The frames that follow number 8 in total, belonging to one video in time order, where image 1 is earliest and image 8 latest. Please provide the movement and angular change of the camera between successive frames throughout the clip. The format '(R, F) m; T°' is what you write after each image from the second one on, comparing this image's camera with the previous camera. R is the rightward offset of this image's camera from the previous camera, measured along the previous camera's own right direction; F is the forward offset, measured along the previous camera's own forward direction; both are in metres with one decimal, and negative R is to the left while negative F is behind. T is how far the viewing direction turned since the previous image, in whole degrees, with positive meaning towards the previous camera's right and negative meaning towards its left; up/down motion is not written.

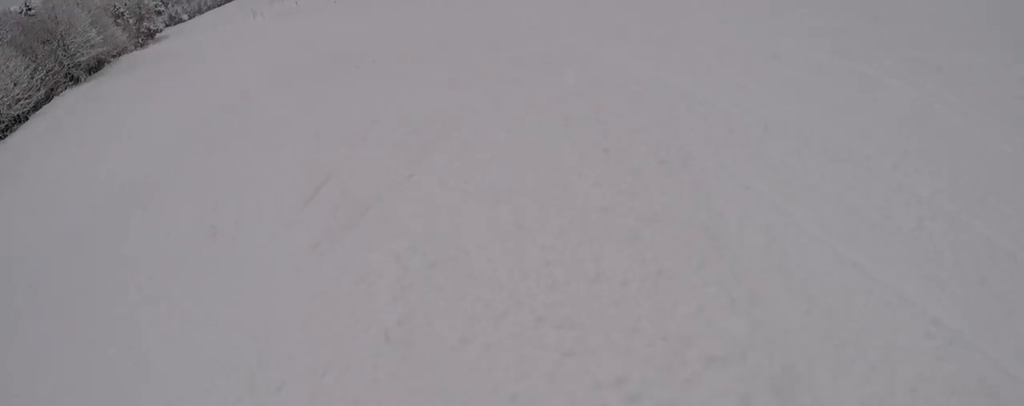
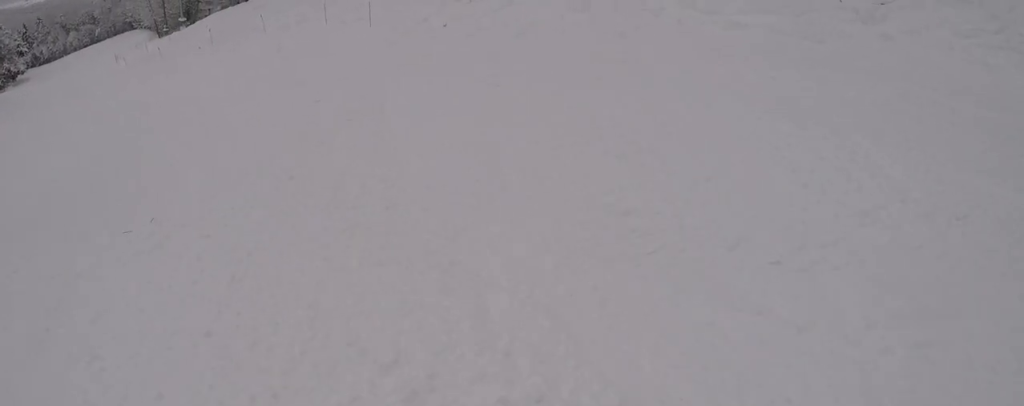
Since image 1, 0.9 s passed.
(+1.1, +4.0) m; +17°
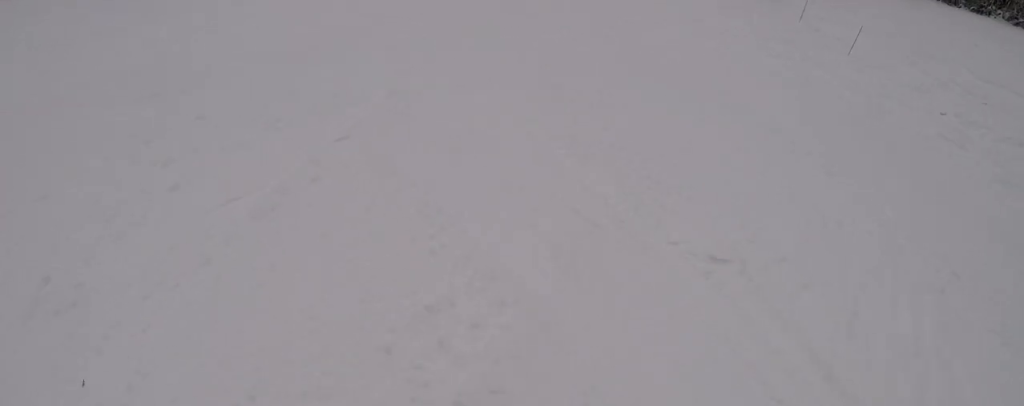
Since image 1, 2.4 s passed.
(-0.1, +7.3) m; -28°
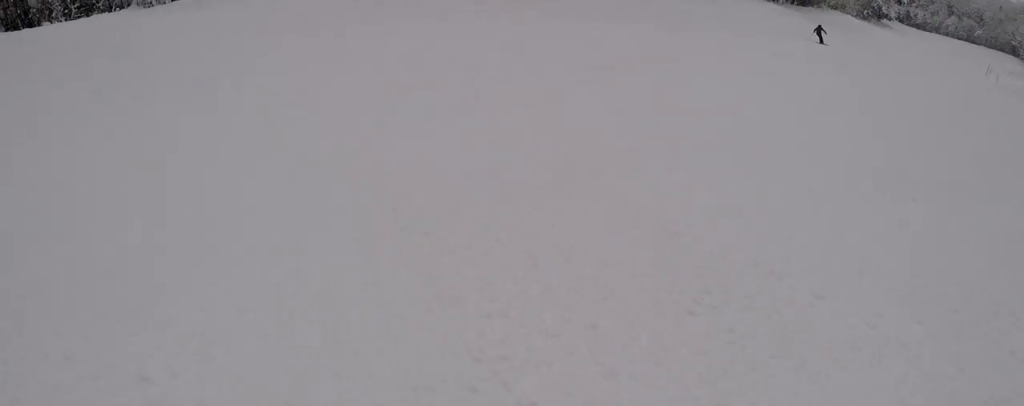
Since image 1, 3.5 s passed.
(-2.4, +6.4) m; -32°
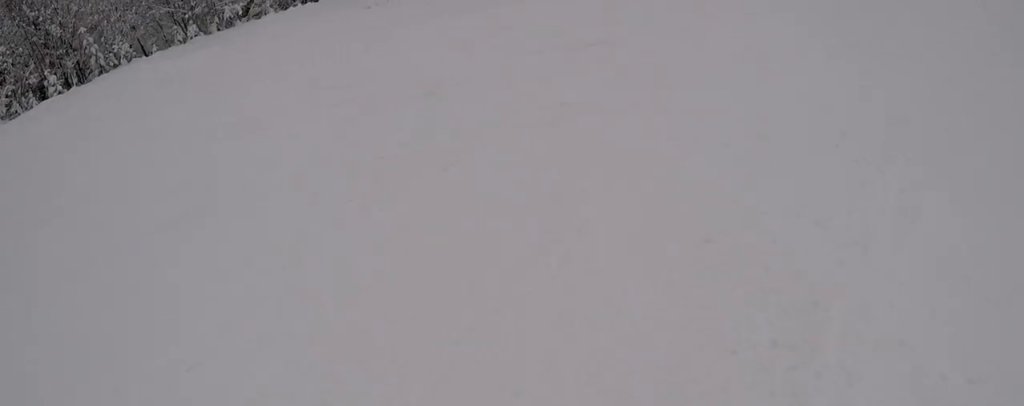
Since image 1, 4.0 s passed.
(-0.5, +3.7) m; +5°
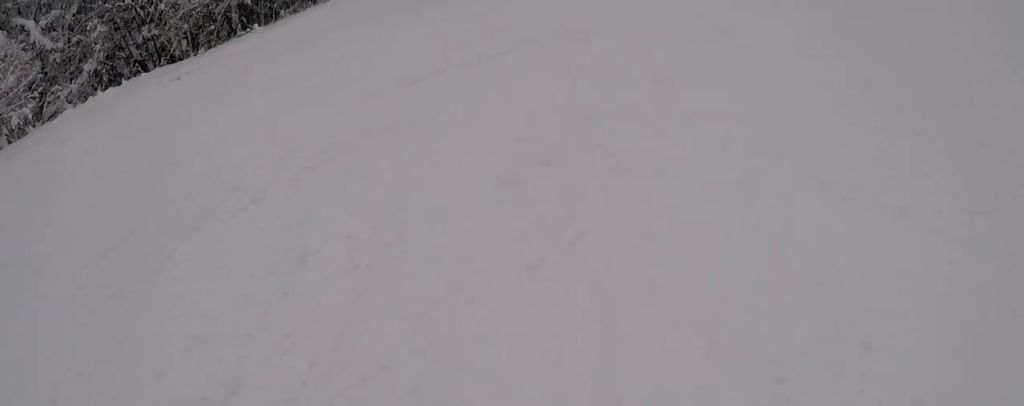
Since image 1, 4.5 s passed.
(-0.5, +3.8) m; +6°
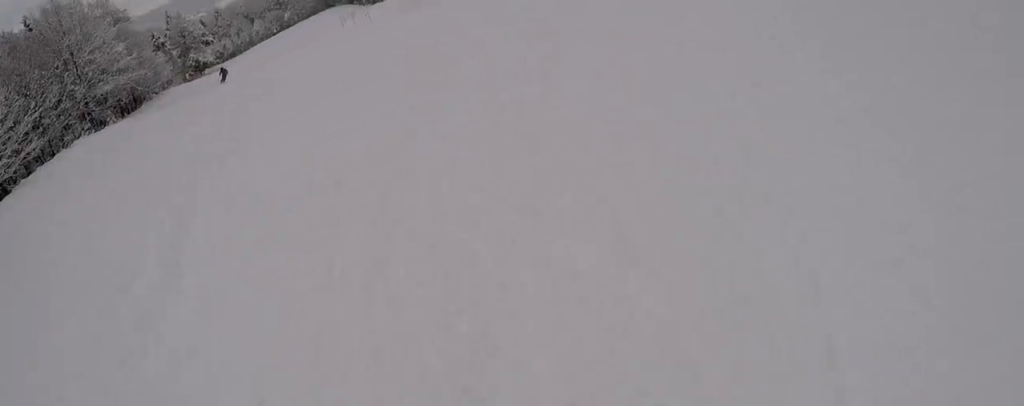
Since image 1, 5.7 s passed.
(+2.9, +8.9) m; +30°
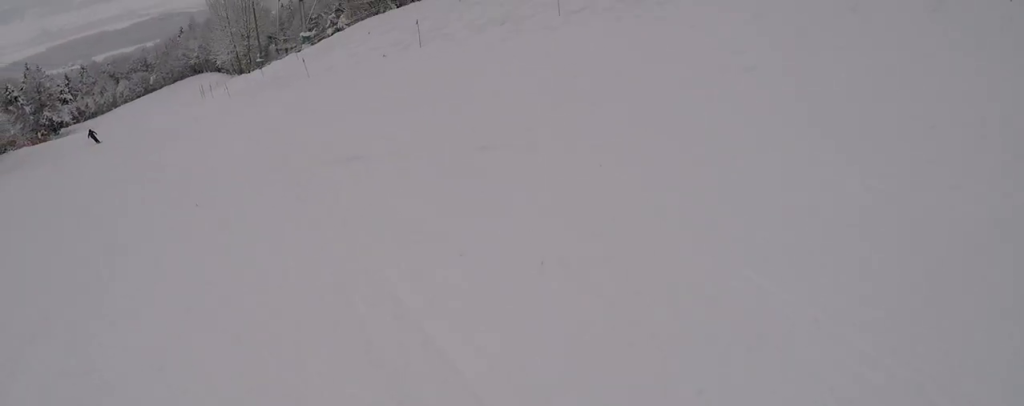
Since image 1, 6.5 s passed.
(+0.8, +6.7) m; +14°
